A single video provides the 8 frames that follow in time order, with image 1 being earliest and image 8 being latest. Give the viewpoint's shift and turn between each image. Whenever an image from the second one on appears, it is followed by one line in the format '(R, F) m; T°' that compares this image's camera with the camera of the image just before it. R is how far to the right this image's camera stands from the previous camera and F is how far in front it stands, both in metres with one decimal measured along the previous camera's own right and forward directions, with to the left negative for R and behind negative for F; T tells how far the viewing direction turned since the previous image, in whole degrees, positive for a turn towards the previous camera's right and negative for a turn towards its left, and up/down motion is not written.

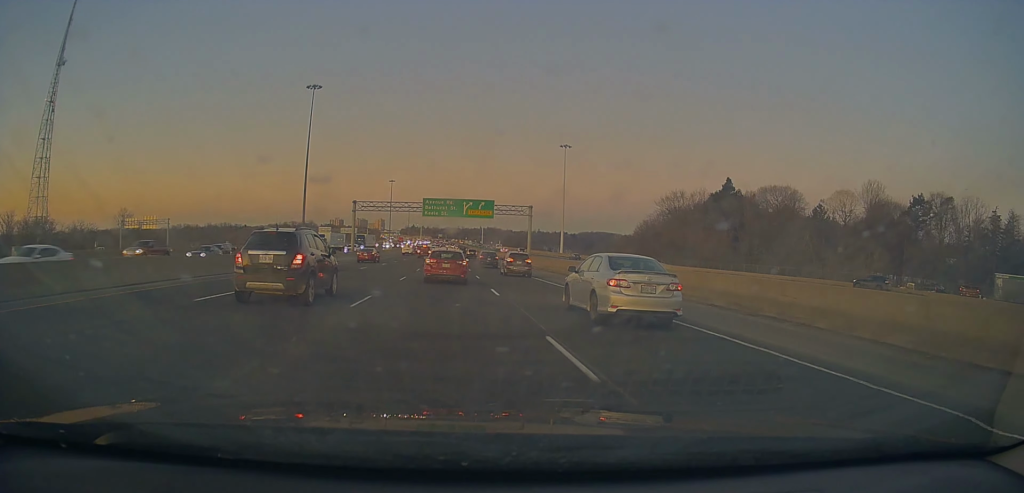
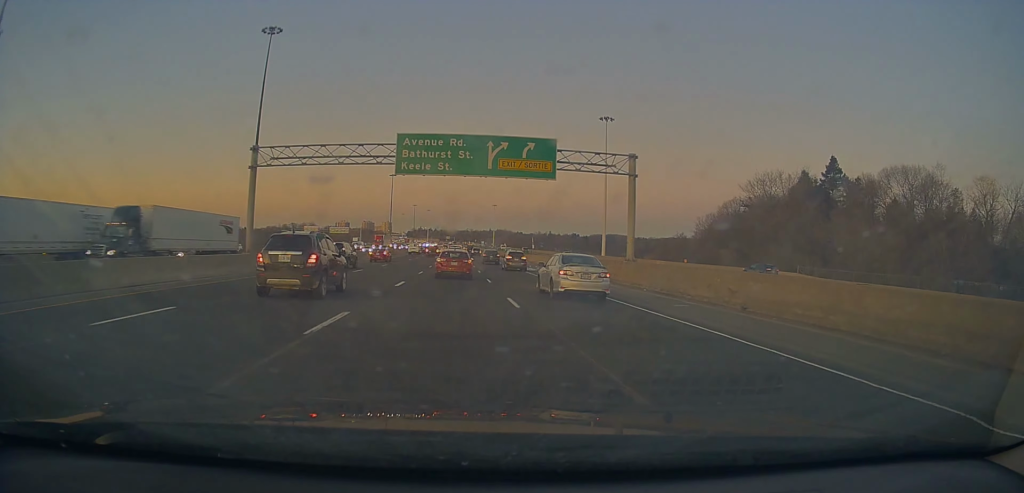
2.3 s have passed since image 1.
(0.0, +40.1) m; -1°
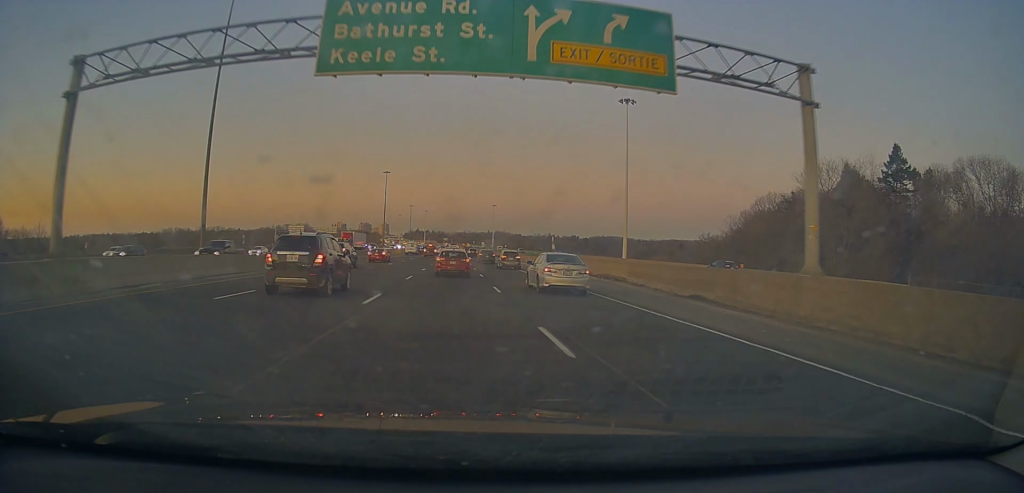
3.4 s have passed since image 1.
(-0.3, +18.3) m; 0°
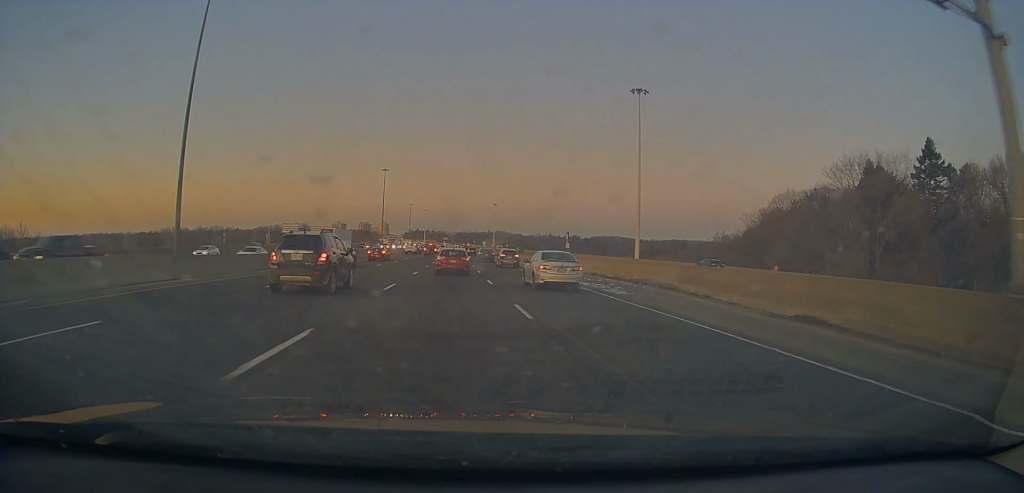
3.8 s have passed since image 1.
(-0.3, +7.7) m; +1°
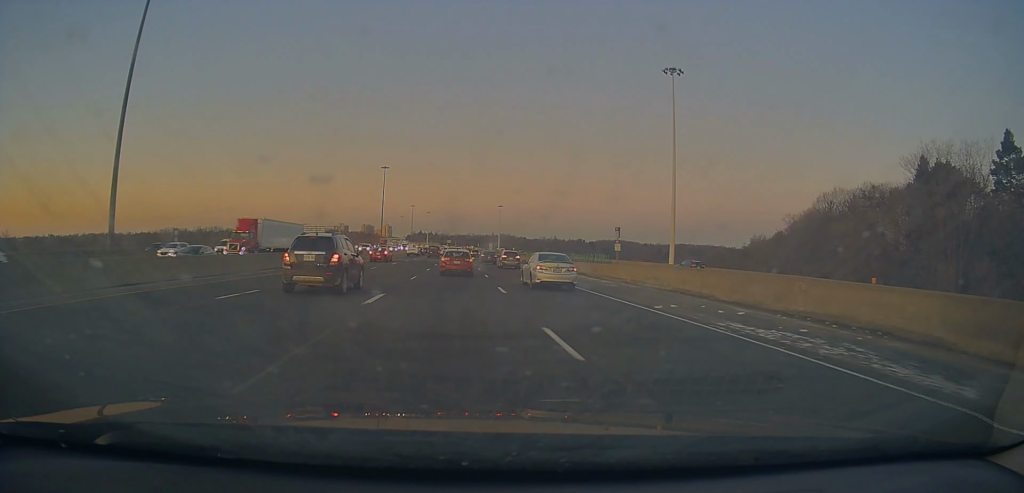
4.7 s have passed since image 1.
(+0.8, +15.7) m; 0°
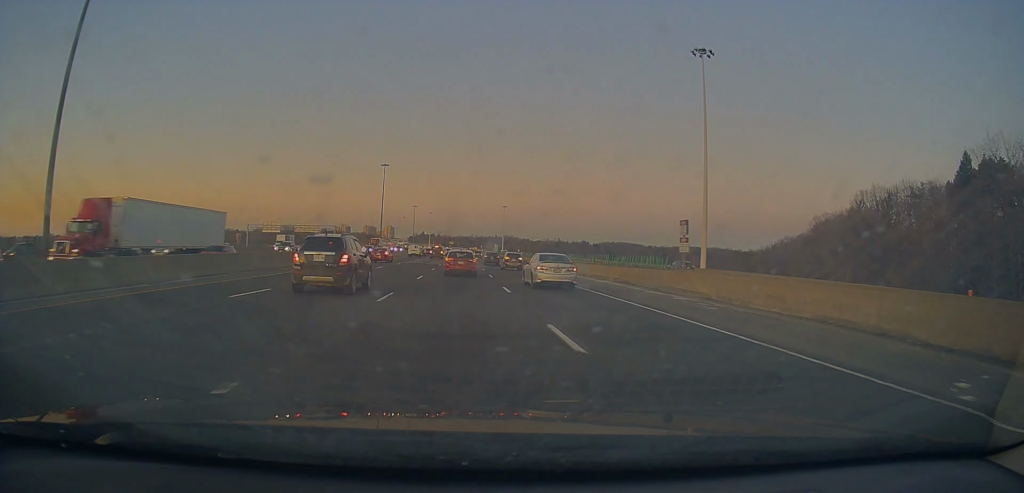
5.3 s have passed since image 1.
(-0.1, +11.2) m; 0°
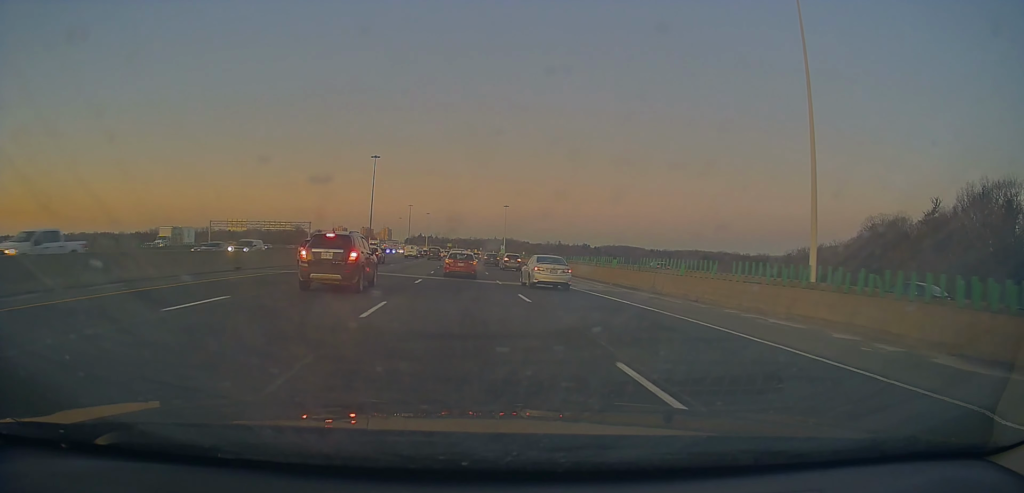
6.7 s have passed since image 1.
(-0.3, +27.3) m; 0°
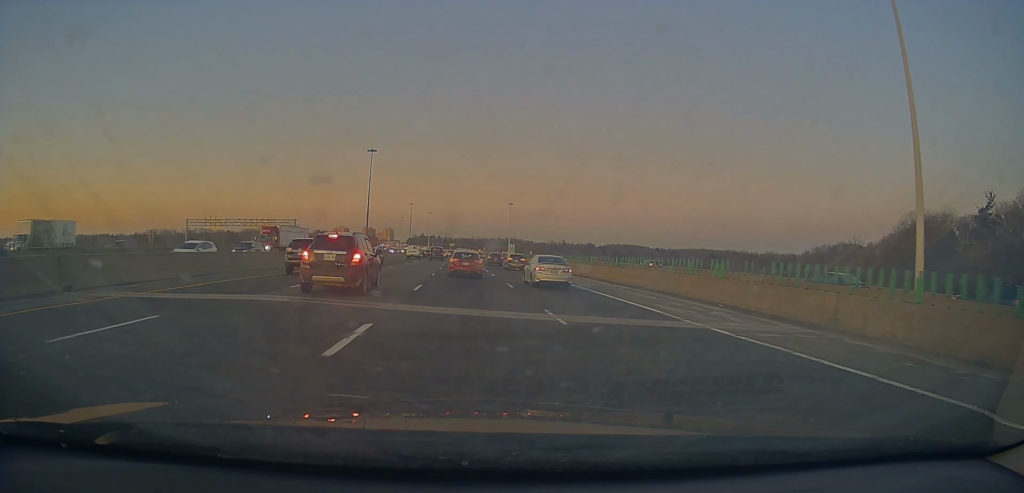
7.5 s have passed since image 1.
(0.0, +15.4) m; 0°
